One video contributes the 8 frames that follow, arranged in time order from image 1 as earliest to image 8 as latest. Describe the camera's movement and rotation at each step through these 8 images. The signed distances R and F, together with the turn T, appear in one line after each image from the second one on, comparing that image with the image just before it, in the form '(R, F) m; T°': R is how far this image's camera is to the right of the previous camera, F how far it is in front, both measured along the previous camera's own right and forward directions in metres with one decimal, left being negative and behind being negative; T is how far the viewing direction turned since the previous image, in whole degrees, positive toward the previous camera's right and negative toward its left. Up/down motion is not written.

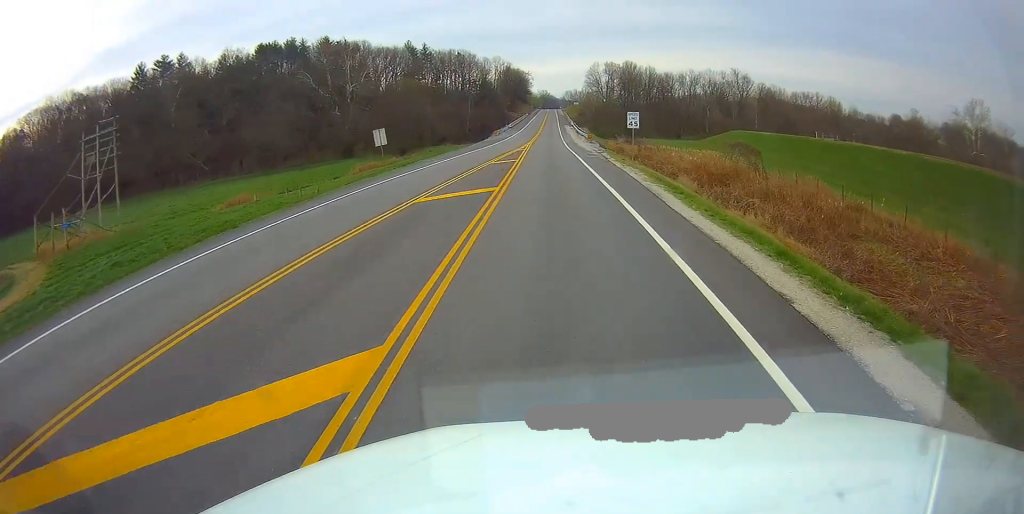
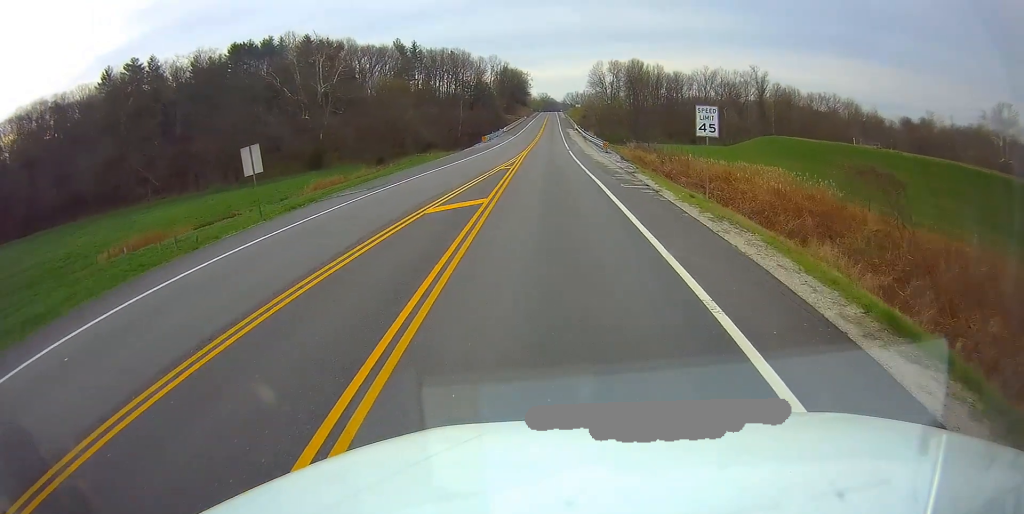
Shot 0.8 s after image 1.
(+0.5, +17.1) m; 0°
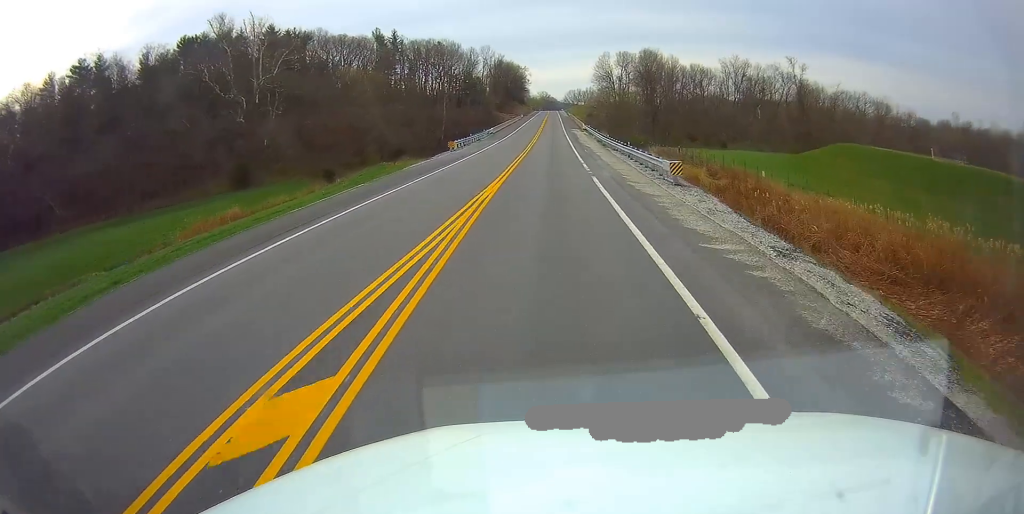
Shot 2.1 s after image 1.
(-0.6, +26.2) m; 0°
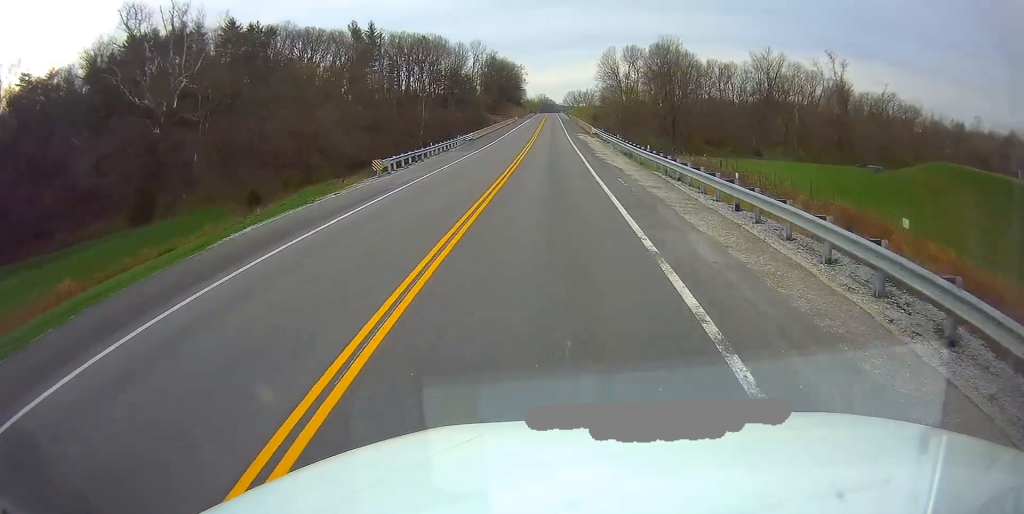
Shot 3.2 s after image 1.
(+0.4, +22.0) m; +1°
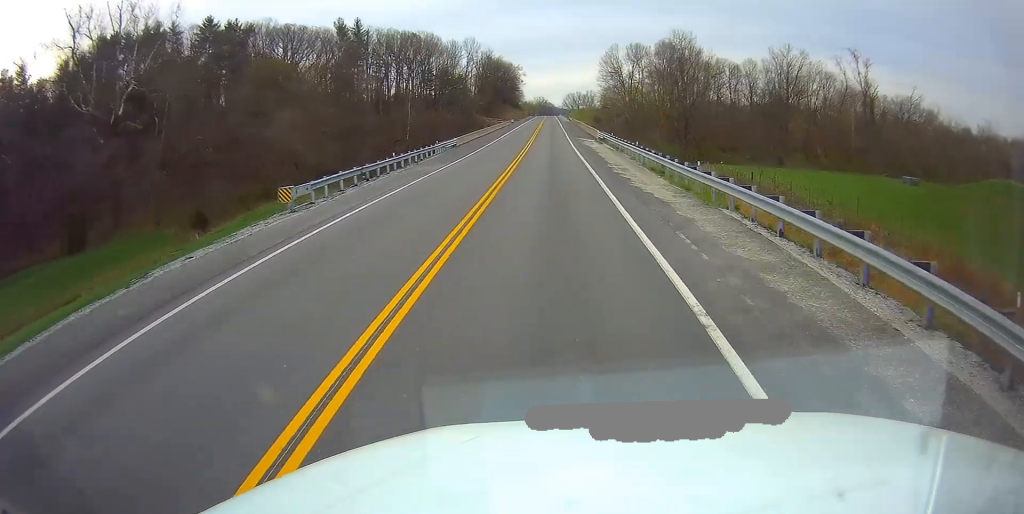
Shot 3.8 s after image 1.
(+0.1, +10.7) m; 0°
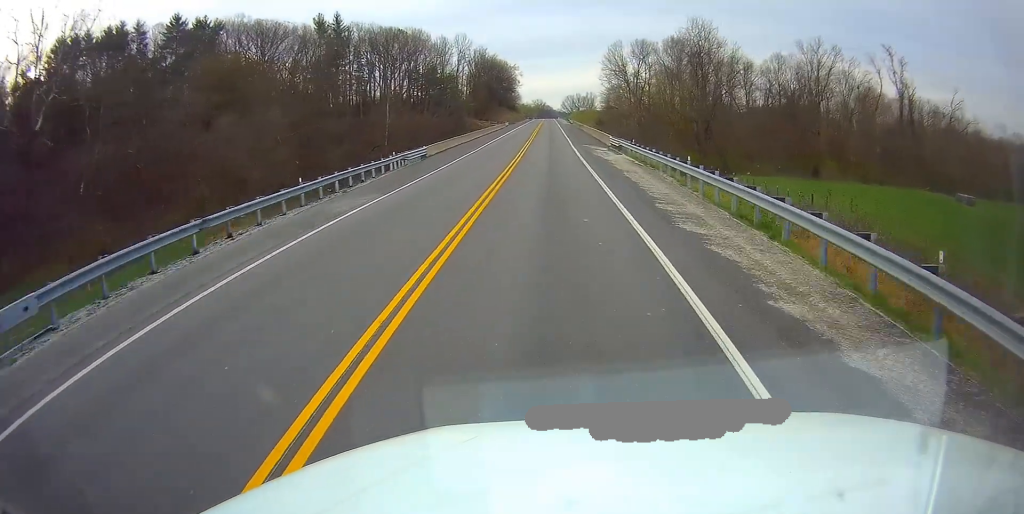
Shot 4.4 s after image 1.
(-0.1, +13.5) m; 0°
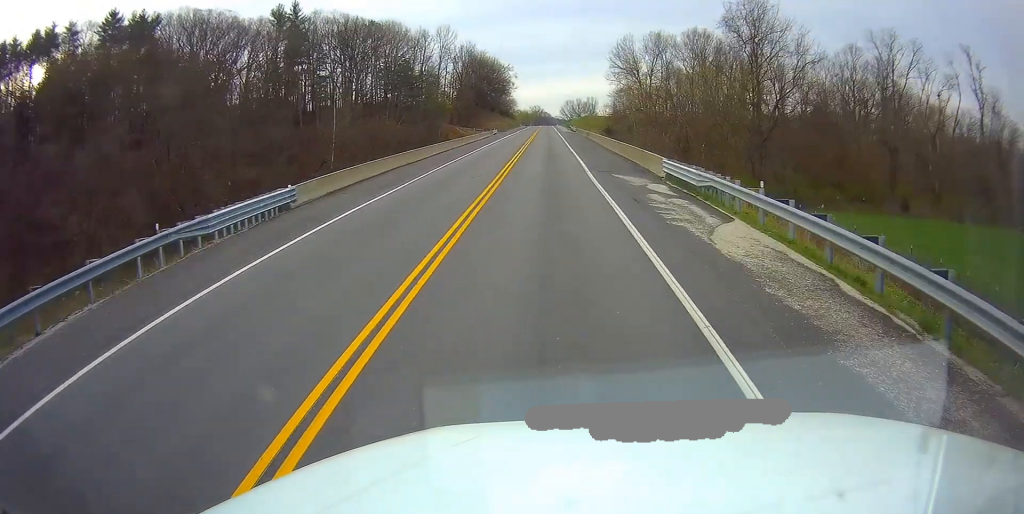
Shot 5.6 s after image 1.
(-0.1, +23.0) m; 0°
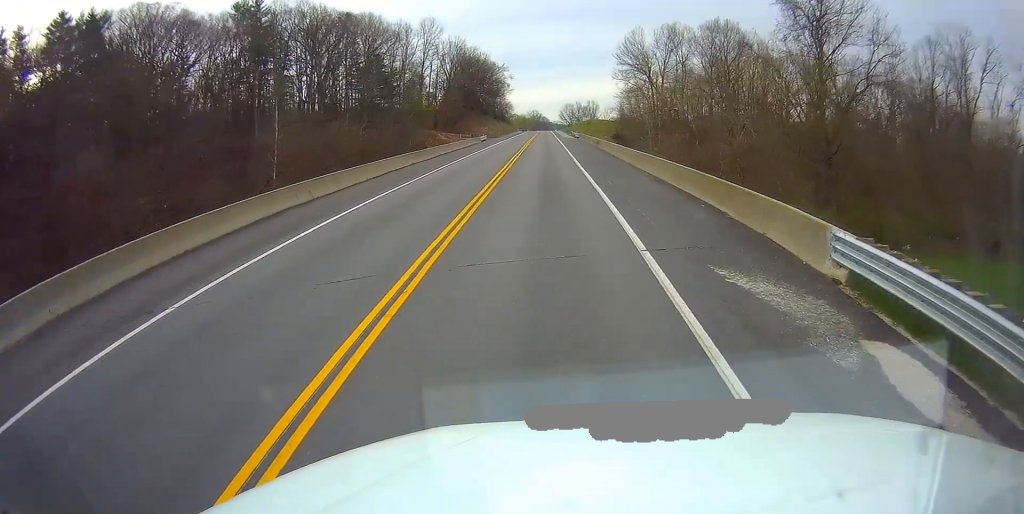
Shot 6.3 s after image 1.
(0.0, +15.6) m; 0°
